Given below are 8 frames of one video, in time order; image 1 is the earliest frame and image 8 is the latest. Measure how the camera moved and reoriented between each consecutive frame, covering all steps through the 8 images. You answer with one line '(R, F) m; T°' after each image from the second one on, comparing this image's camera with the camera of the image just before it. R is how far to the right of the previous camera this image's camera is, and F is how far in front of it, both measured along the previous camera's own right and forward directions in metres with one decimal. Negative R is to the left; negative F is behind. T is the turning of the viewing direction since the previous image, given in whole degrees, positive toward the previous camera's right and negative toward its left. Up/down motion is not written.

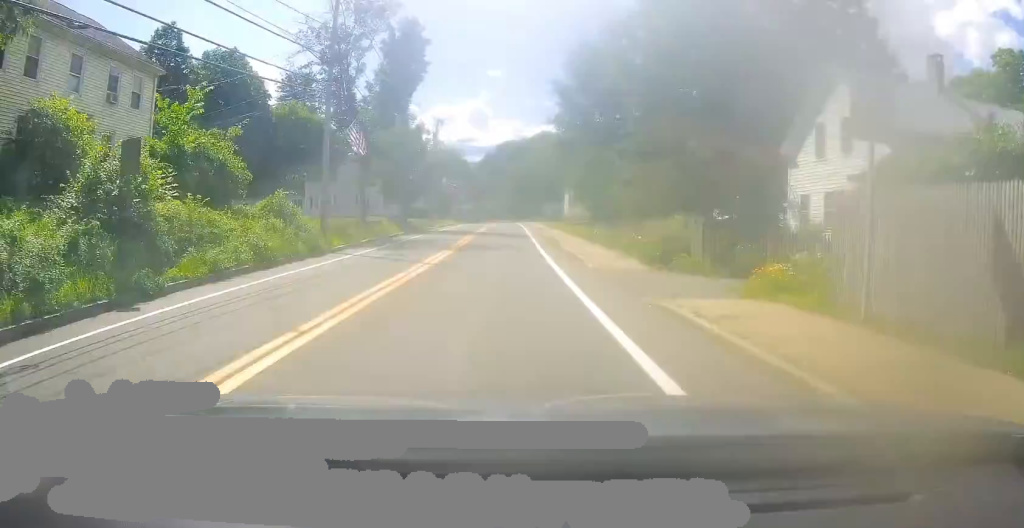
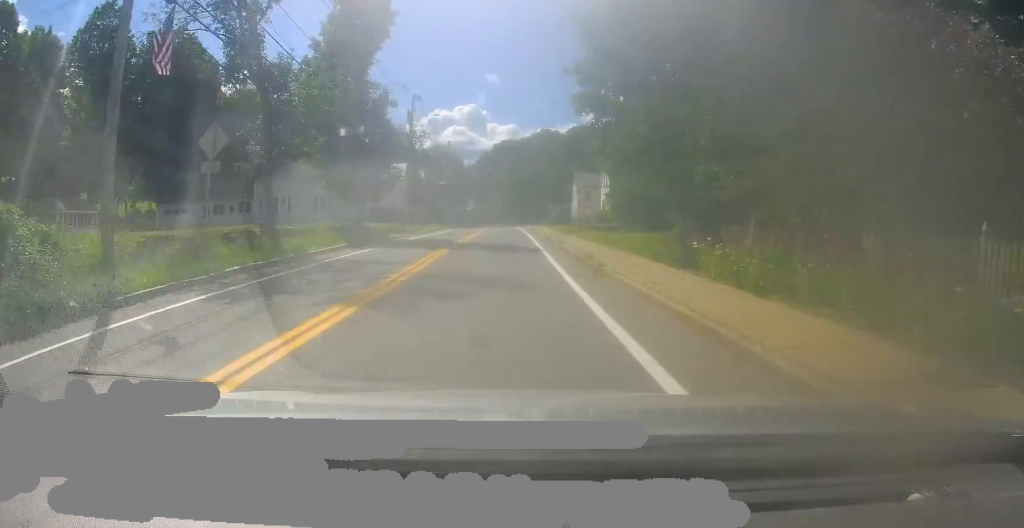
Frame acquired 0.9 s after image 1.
(+0.7, +16.1) m; +1°
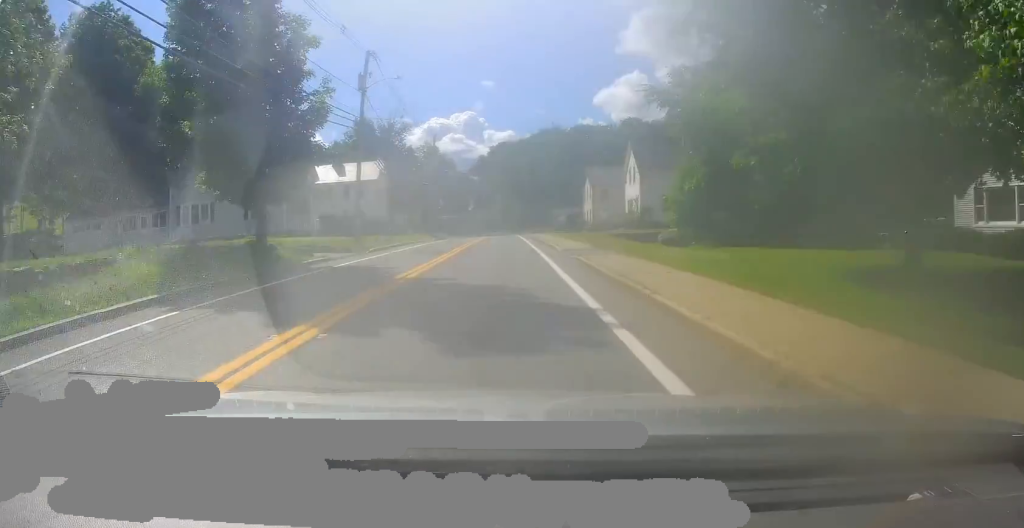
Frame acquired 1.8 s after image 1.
(-0.4, +16.8) m; -1°
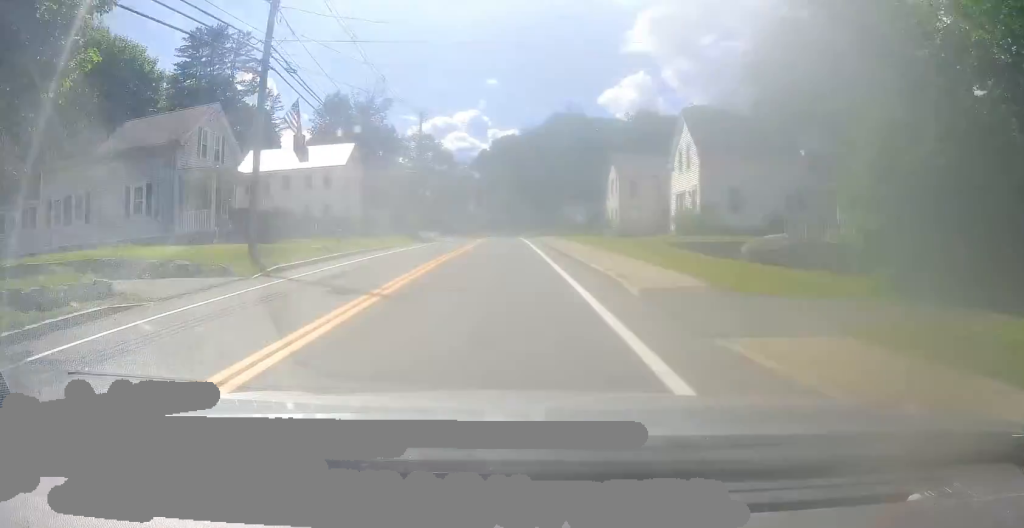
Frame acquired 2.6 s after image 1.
(-0.1, +16.3) m; +1°
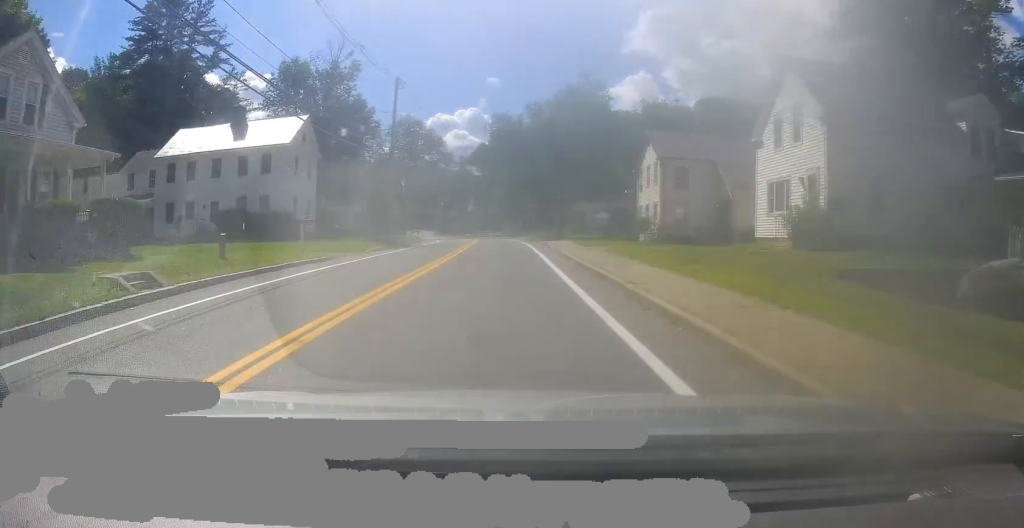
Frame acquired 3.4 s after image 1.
(+0.2, +14.5) m; 0°
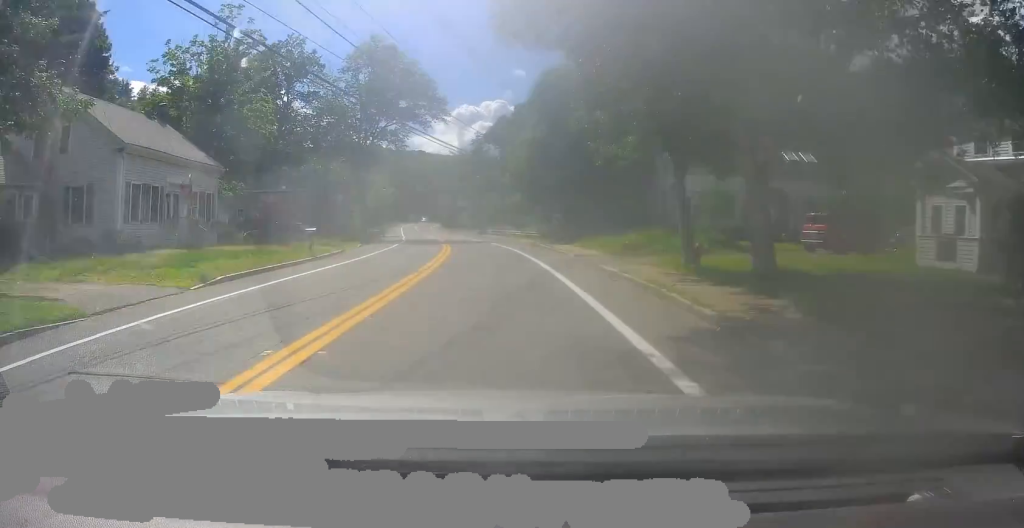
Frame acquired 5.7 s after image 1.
(0.0, +44.4) m; -2°
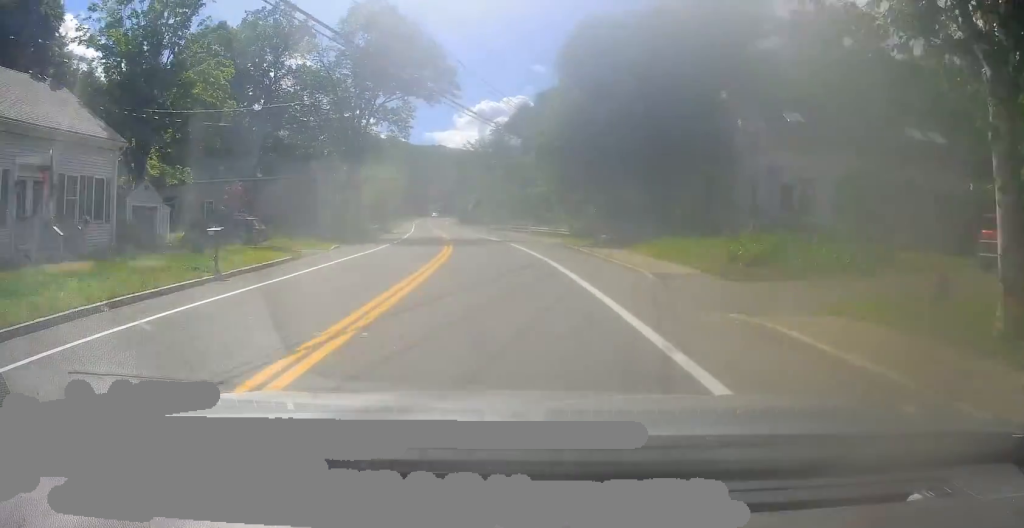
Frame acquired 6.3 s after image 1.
(-0.4, +11.4) m; -3°
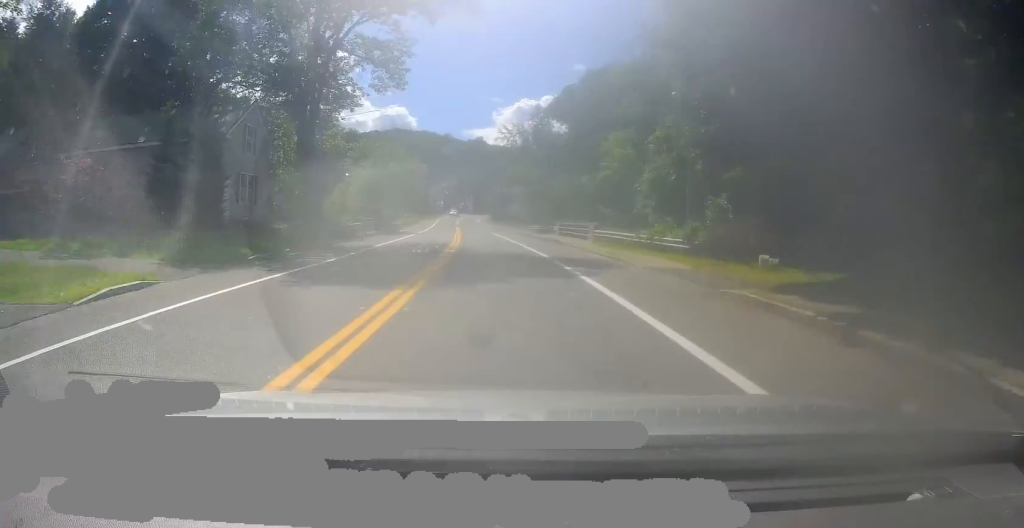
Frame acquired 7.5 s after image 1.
(-1.2, +22.7) m; -4°
